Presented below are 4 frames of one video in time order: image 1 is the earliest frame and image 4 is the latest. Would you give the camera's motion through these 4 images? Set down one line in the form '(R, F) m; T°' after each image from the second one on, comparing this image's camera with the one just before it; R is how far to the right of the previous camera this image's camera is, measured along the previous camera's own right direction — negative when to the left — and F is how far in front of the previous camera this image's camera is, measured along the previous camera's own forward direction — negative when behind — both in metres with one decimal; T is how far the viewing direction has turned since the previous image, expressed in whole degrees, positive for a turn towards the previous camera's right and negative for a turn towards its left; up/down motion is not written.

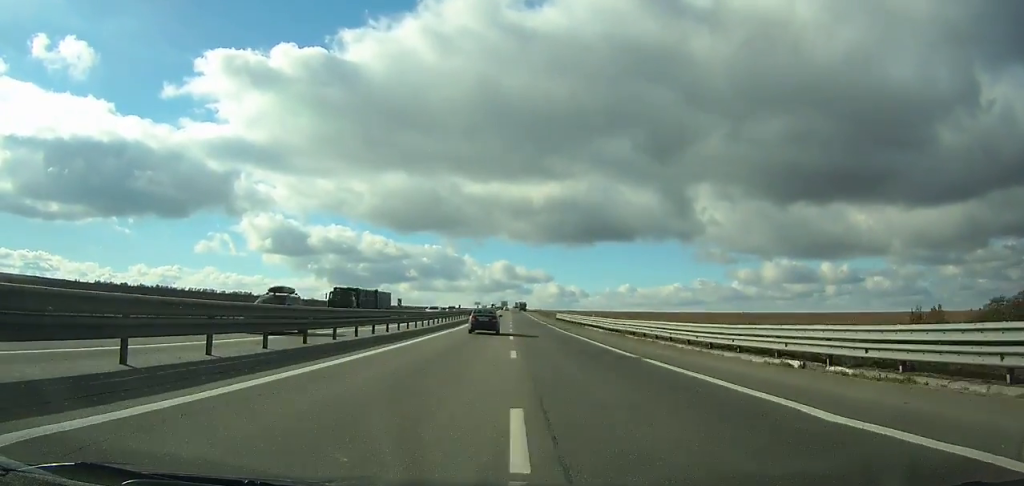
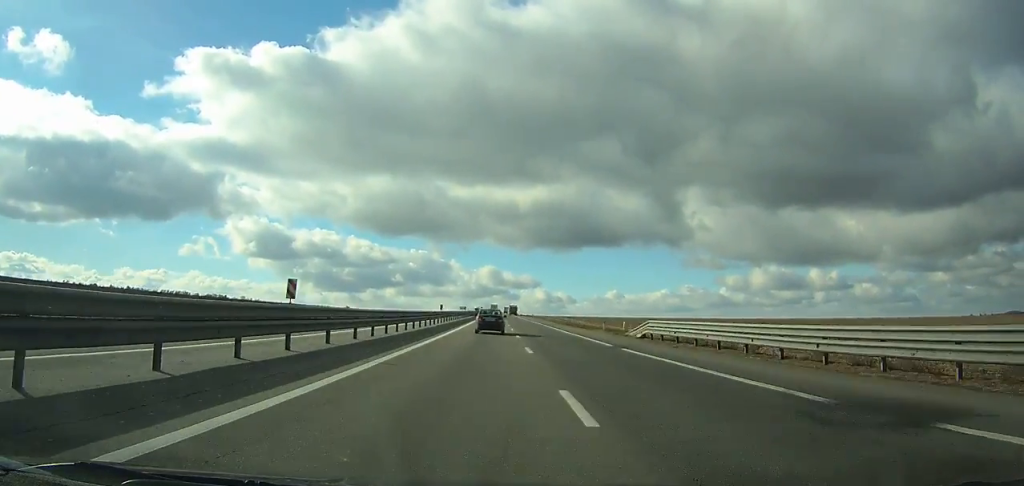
(-0.3, +52.8) m; 0°
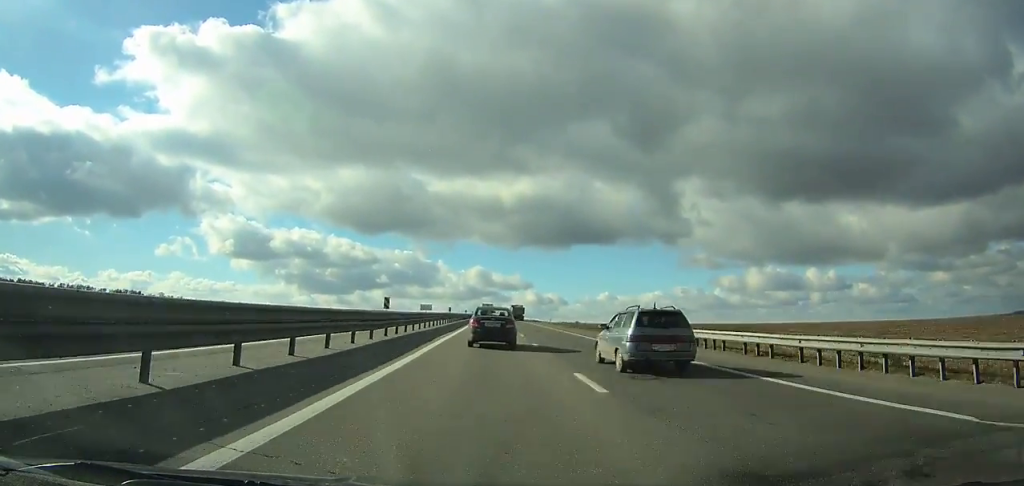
(+2.9, +267.4) m; +1°
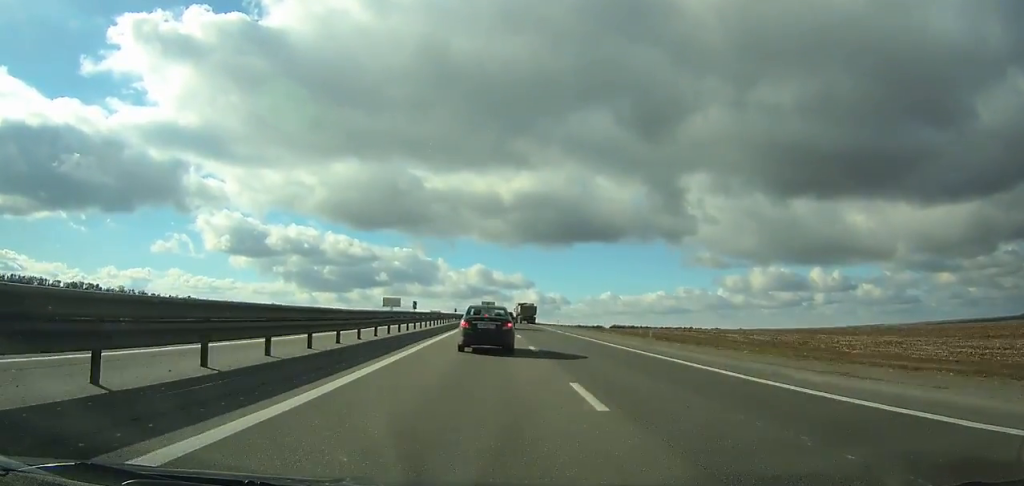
(0.0, +115.6) m; 0°
